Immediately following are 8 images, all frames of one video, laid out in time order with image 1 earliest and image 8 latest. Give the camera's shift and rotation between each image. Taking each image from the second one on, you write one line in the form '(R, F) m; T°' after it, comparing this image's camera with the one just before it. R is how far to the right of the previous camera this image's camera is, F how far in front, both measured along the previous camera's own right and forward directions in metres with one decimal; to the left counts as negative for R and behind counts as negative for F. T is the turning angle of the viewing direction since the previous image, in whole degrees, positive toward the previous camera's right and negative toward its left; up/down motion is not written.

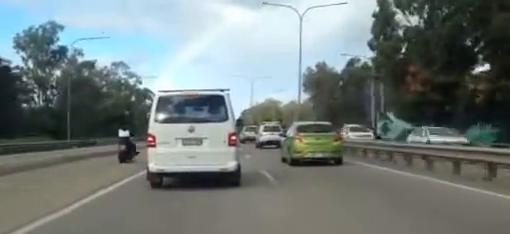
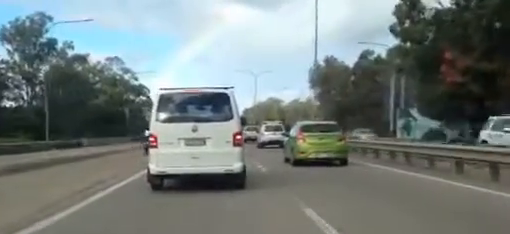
(+0.4, +7.9) m; -1°
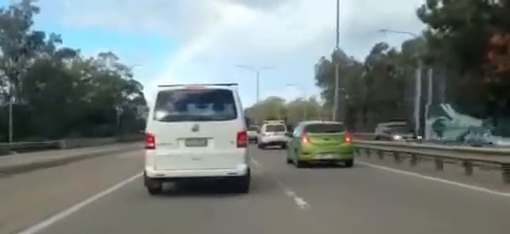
(-0.6, +8.4) m; -4°
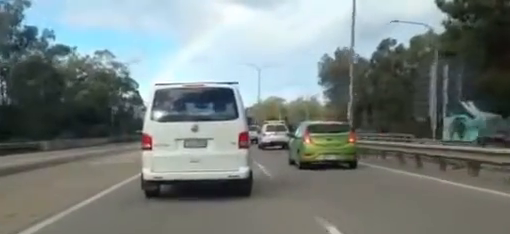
(0.0, +4.4) m; 0°
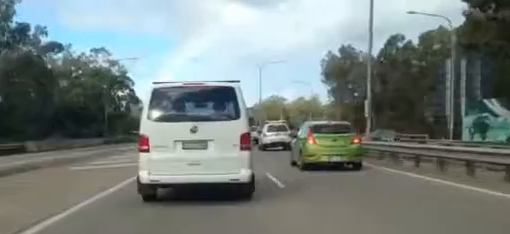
(0.0, +3.8) m; 0°
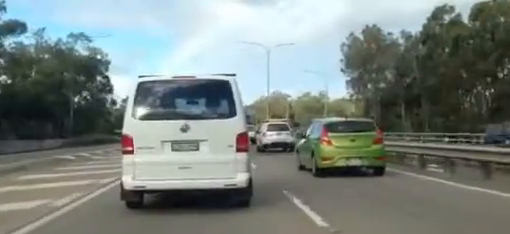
(0.0, +17.3) m; 0°
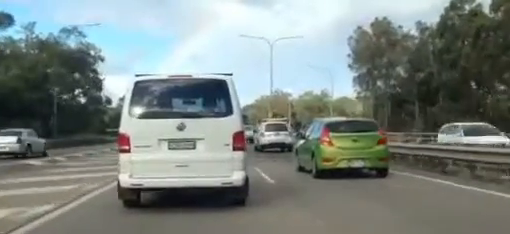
(0.0, +5.1) m; 0°
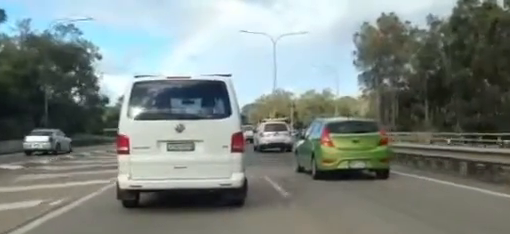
(0.0, +3.0) m; +1°
